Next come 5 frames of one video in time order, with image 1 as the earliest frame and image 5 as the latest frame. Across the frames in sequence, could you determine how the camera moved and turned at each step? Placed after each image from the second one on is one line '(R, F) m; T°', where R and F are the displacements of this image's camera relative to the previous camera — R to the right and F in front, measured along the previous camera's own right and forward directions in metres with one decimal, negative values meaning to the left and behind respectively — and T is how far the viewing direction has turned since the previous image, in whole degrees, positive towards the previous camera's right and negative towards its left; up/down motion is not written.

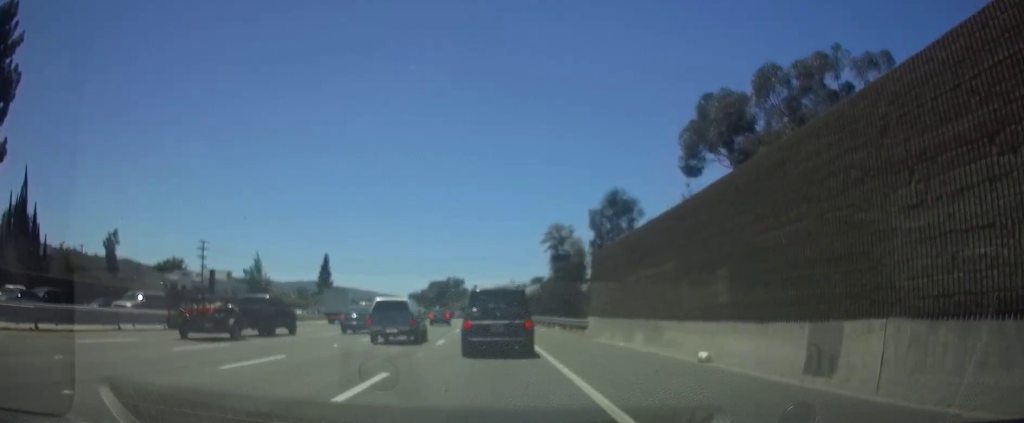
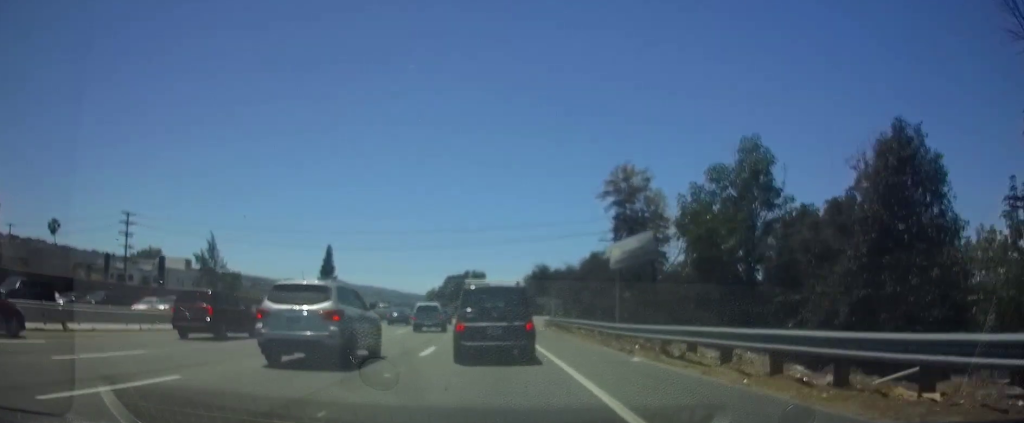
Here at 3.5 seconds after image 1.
(-1.1, +34.1) m; -3°
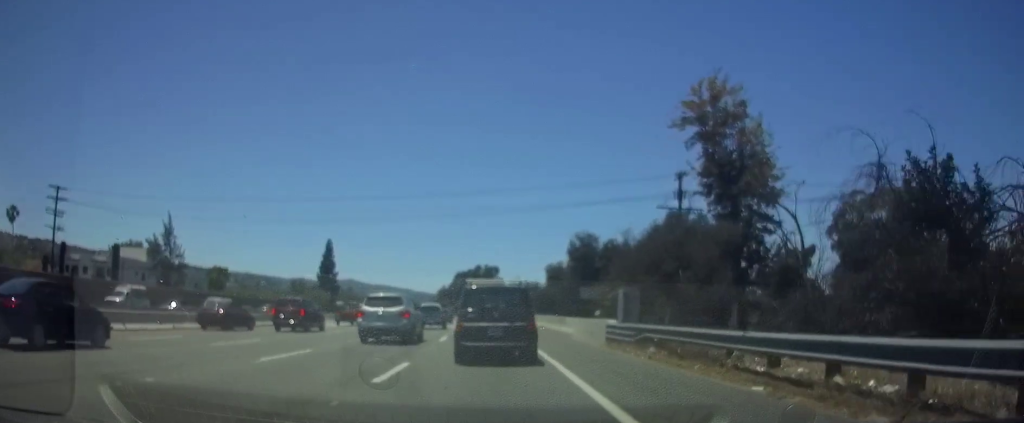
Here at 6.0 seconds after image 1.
(+0.2, +21.3) m; 0°
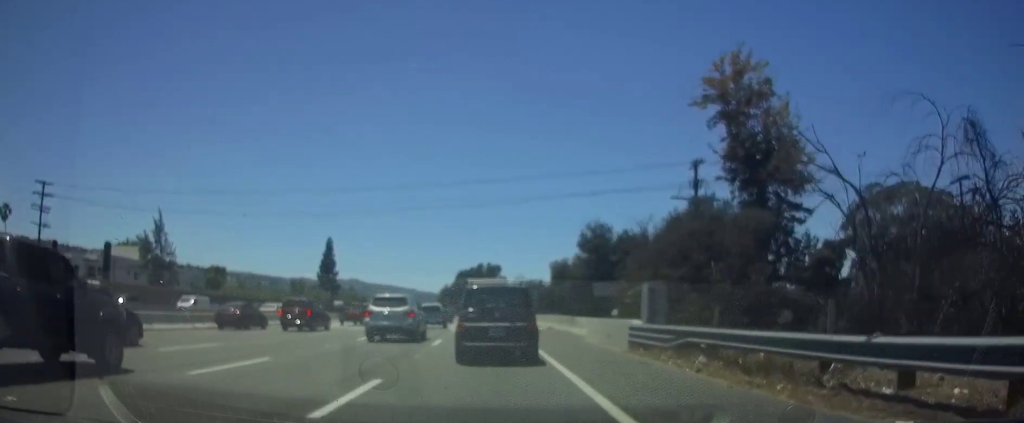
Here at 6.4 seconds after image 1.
(0.0, +3.6) m; 0°
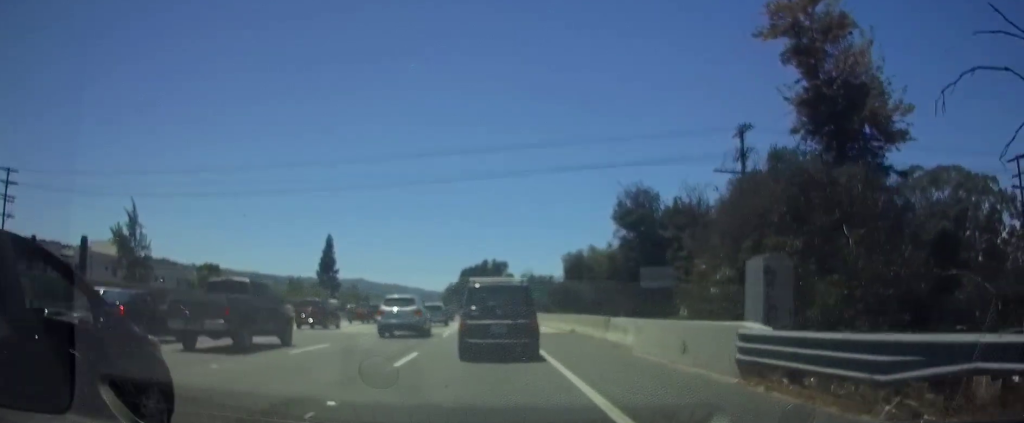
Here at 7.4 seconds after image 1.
(+0.1, +8.6) m; 0°
